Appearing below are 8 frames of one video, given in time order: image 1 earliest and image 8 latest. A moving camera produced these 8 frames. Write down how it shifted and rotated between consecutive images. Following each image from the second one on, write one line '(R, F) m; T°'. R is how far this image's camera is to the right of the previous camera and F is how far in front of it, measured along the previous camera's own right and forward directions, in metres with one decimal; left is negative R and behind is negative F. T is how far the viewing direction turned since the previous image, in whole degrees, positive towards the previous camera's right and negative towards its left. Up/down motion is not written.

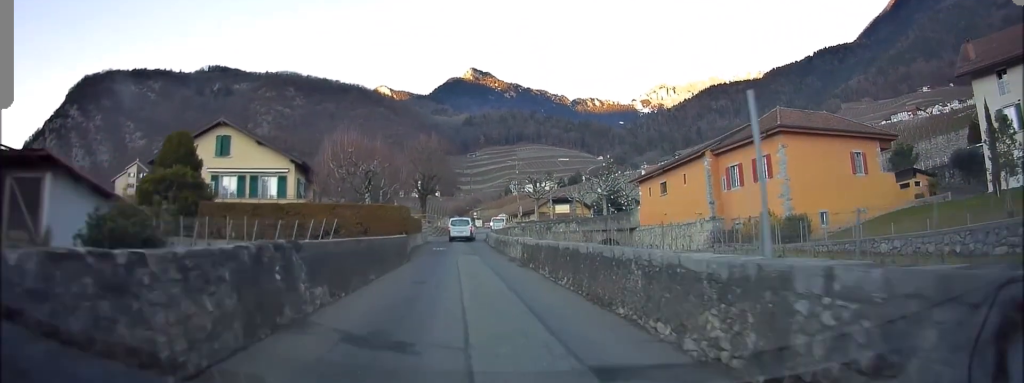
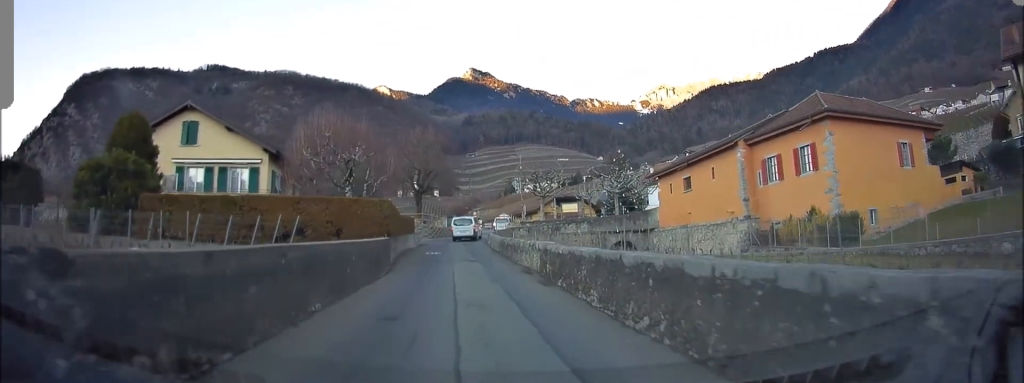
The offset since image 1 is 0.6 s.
(0.0, +5.1) m; +1°
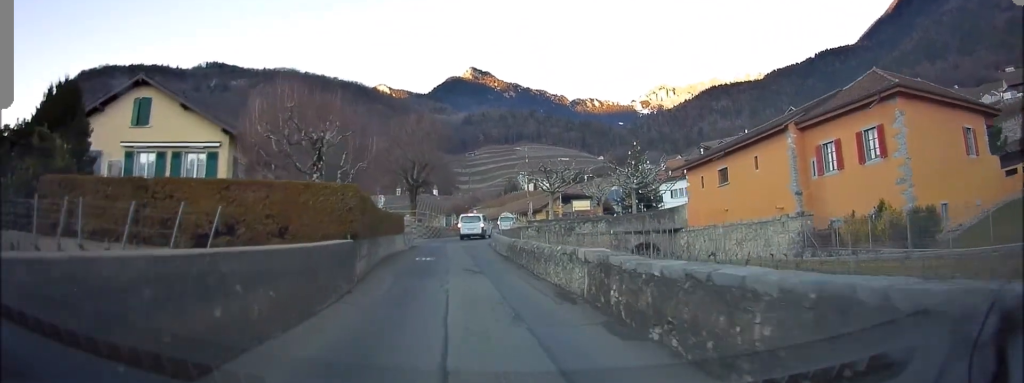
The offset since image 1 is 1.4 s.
(+0.2, +6.1) m; +1°
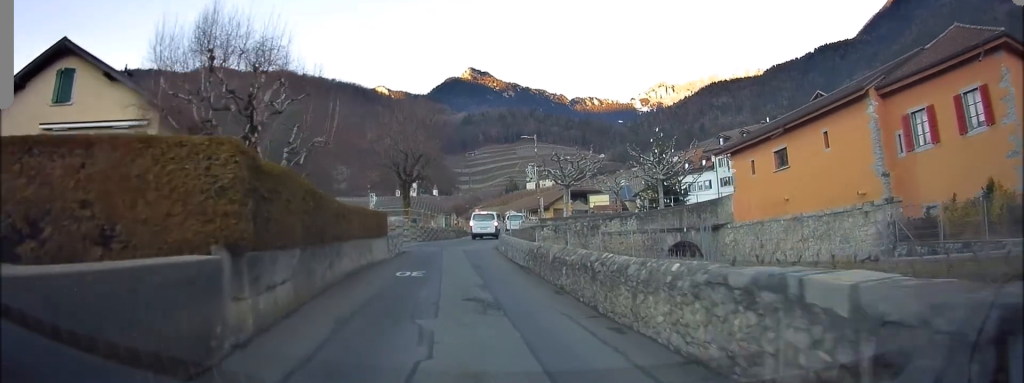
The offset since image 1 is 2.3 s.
(-0.1, +7.0) m; -2°
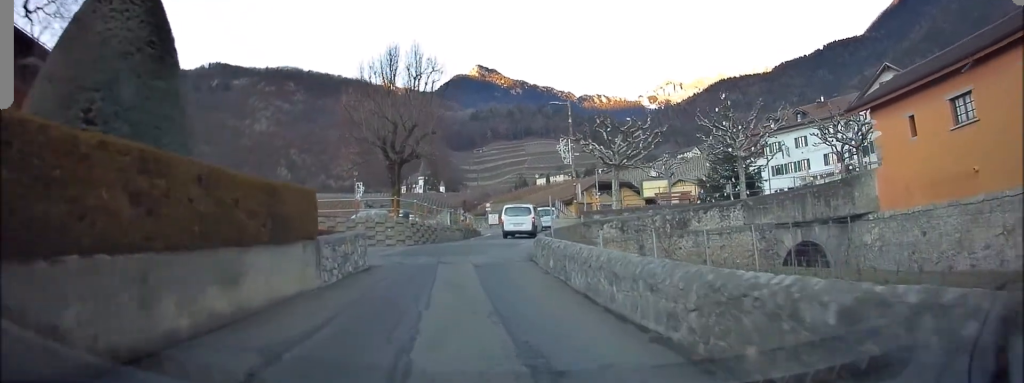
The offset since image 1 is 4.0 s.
(+0.1, +12.9) m; +1°
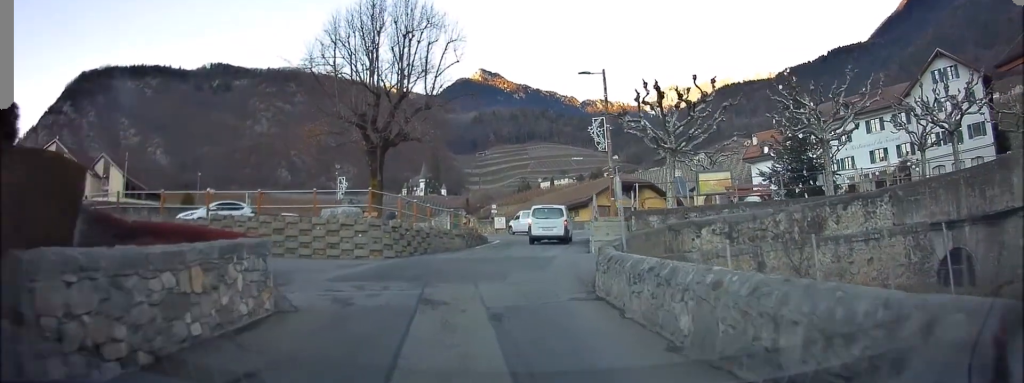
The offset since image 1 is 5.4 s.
(-0.1, +9.2) m; -2°
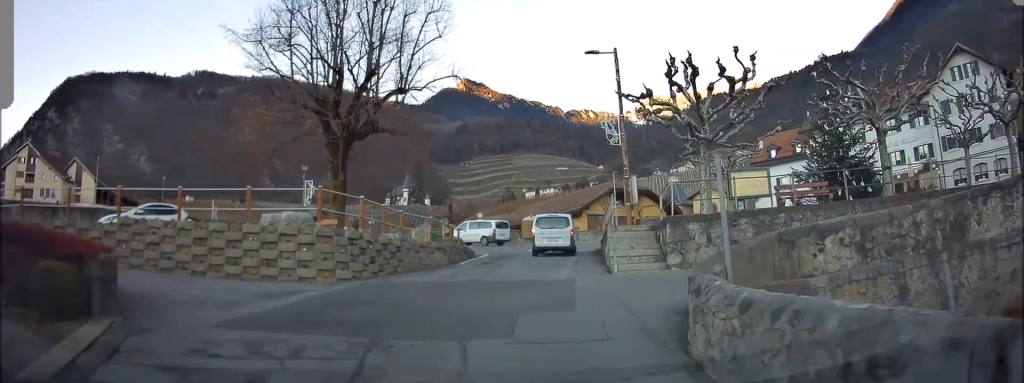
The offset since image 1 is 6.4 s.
(-0.1, +5.5) m; +1°
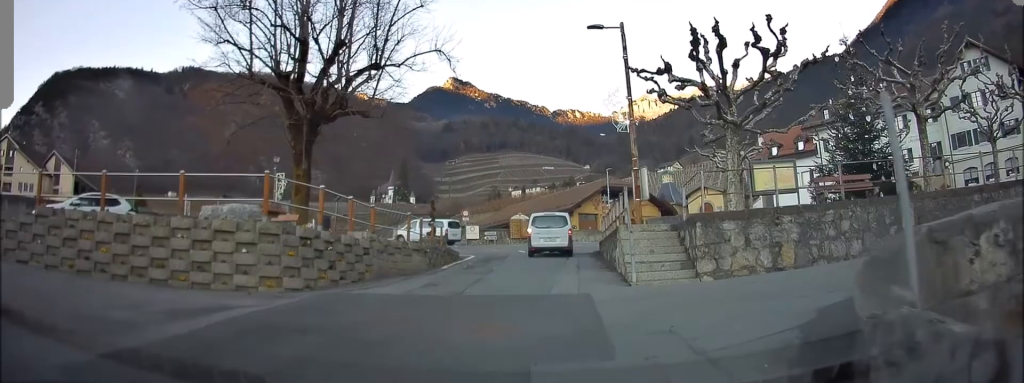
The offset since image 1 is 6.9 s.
(+0.1, +2.9) m; +1°
